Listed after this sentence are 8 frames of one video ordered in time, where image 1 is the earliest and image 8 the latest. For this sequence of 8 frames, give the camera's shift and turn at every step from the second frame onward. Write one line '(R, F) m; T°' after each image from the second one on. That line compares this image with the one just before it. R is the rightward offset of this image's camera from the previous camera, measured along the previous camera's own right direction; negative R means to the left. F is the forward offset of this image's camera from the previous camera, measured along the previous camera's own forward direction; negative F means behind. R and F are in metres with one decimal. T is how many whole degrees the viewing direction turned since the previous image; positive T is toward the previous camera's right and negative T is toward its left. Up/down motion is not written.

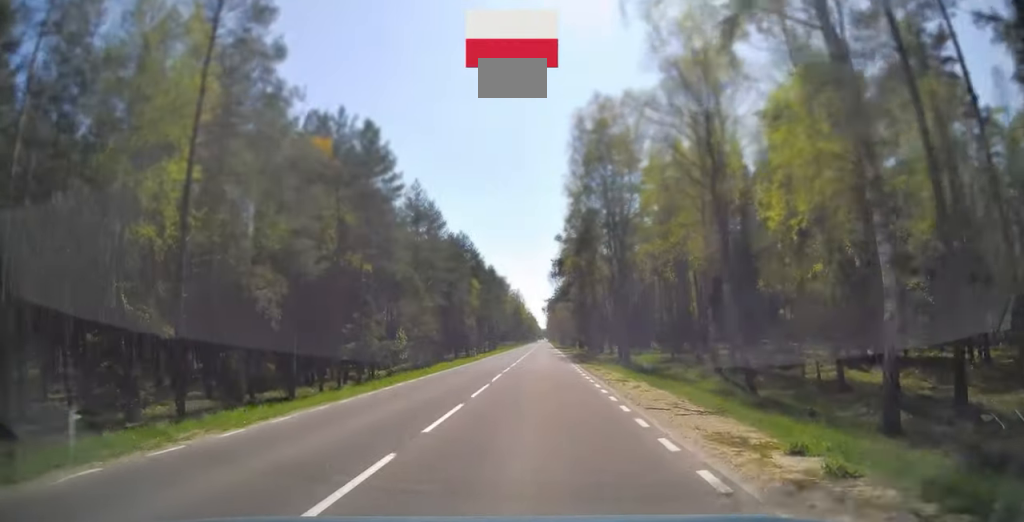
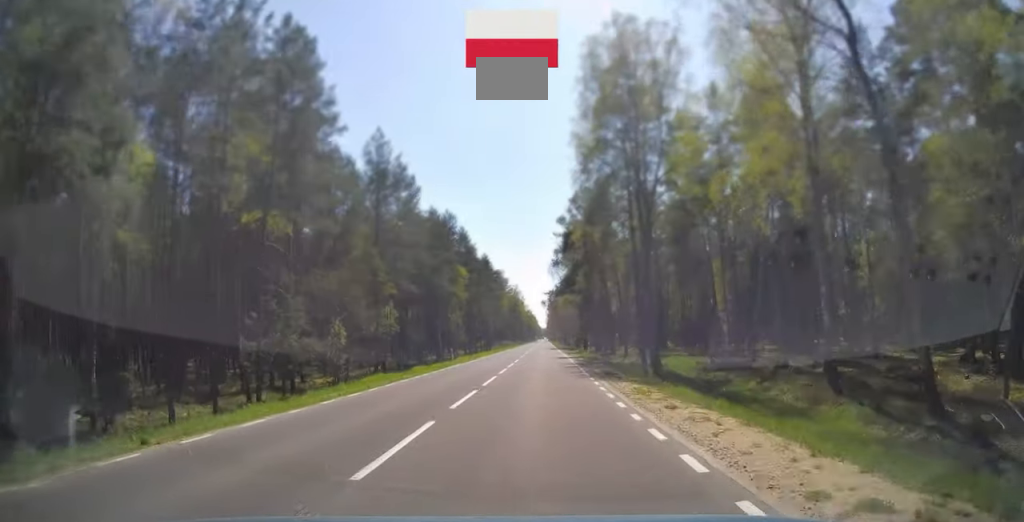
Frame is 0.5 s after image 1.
(0.0, +15.2) m; 0°
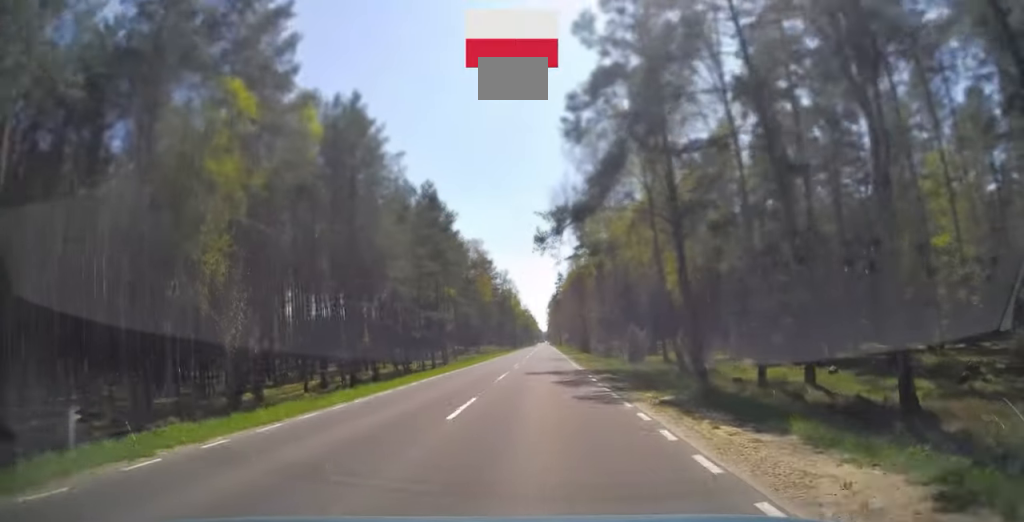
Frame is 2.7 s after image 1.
(-0.4, +59.8) m; 0°
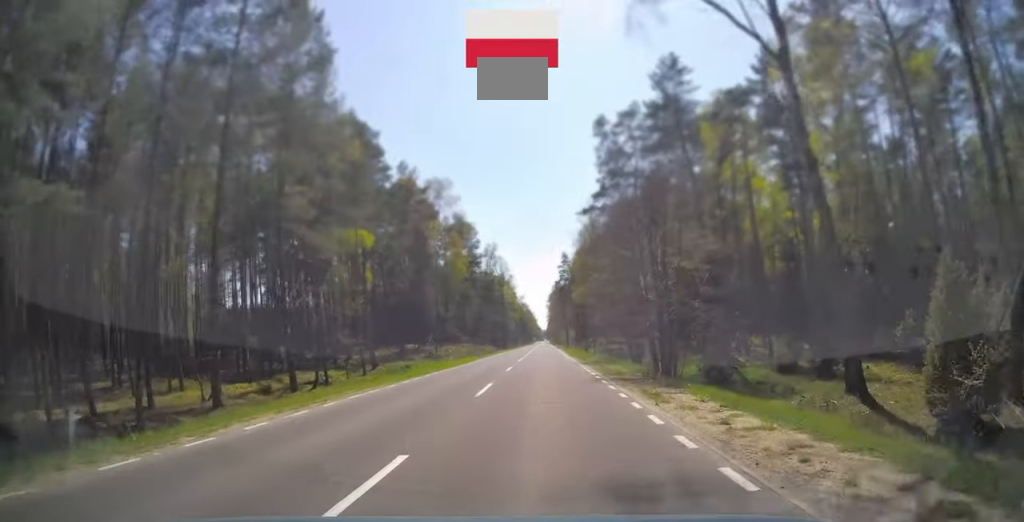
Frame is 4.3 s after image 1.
(+0.3, +42.7) m; 0°
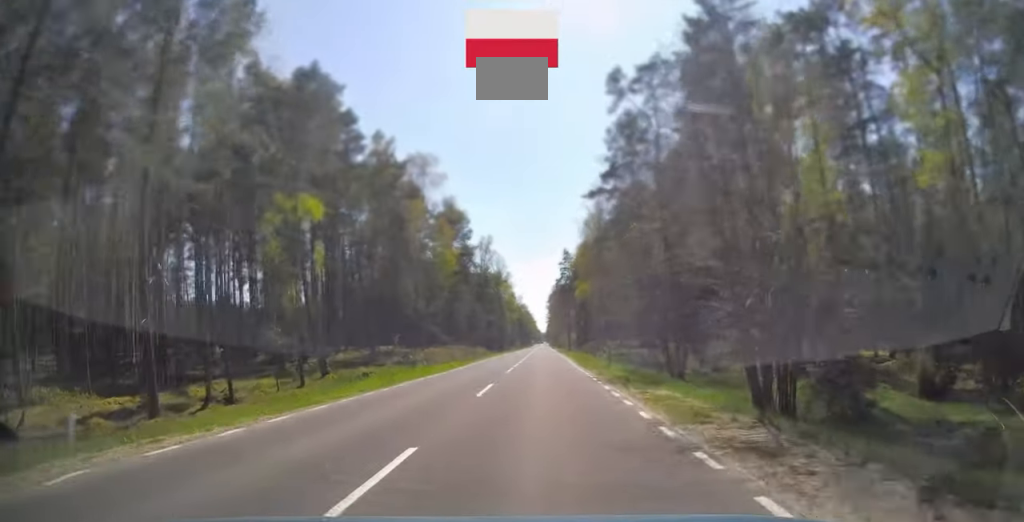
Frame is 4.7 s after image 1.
(0.0, +11.0) m; 0°
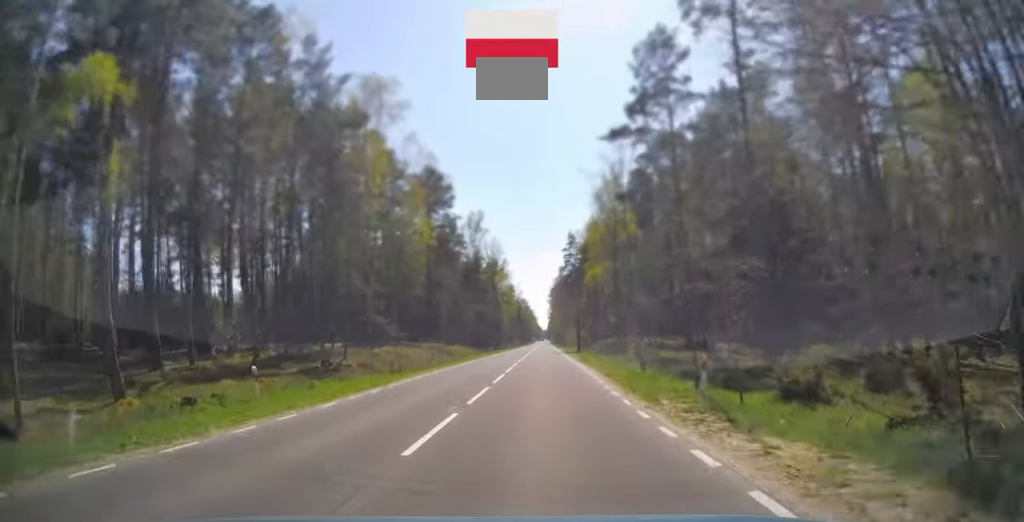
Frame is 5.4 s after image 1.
(+0.1, +19.7) m; 0°
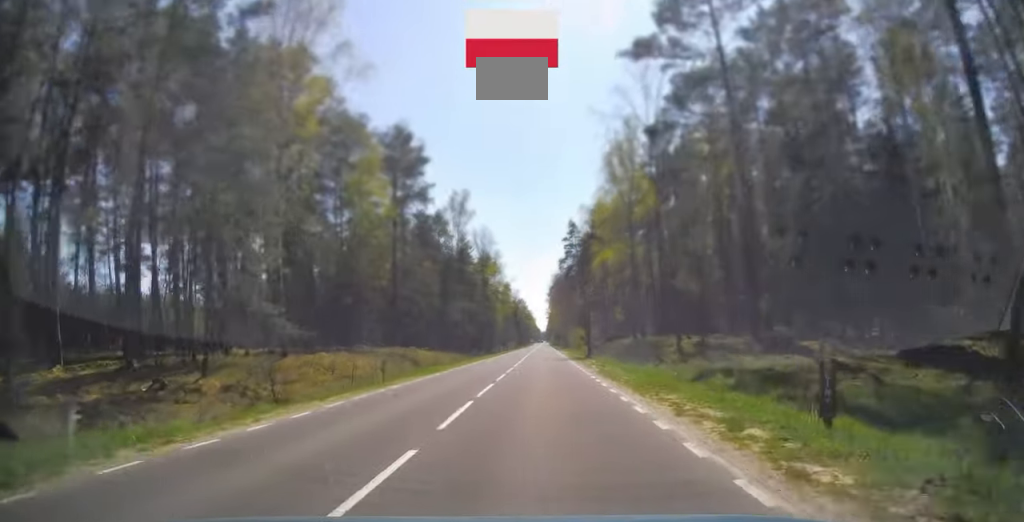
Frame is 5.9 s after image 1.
(-0.1, +15.6) m; 0°
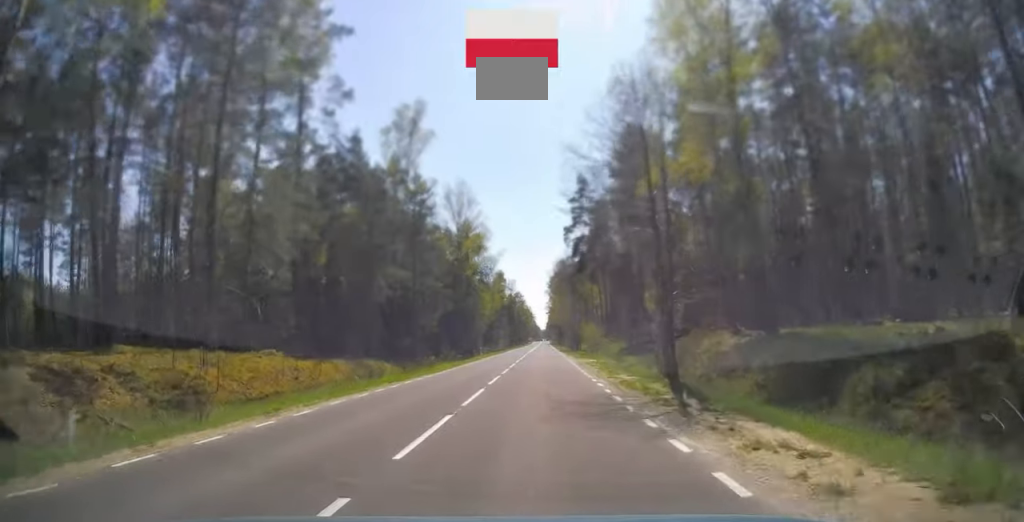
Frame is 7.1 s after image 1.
(0.0, +31.6) m; 0°
